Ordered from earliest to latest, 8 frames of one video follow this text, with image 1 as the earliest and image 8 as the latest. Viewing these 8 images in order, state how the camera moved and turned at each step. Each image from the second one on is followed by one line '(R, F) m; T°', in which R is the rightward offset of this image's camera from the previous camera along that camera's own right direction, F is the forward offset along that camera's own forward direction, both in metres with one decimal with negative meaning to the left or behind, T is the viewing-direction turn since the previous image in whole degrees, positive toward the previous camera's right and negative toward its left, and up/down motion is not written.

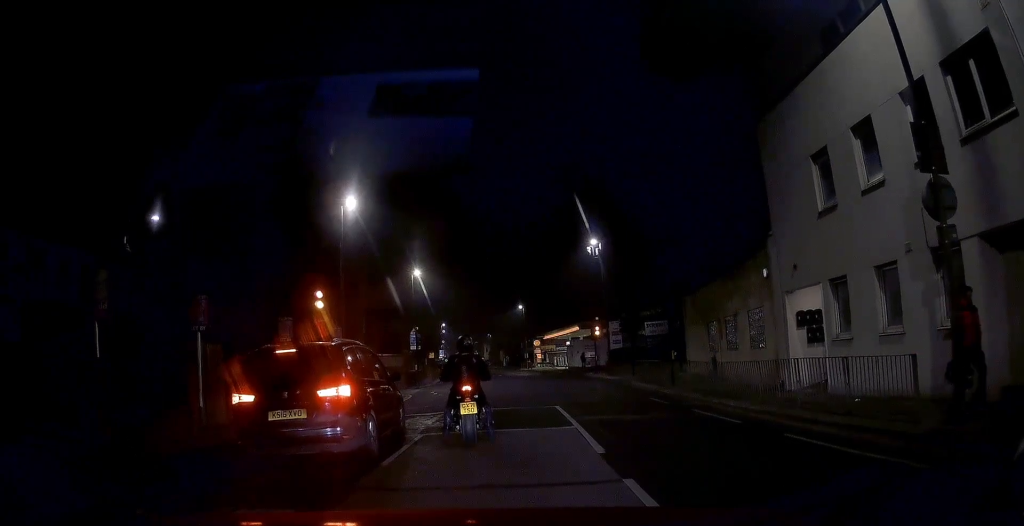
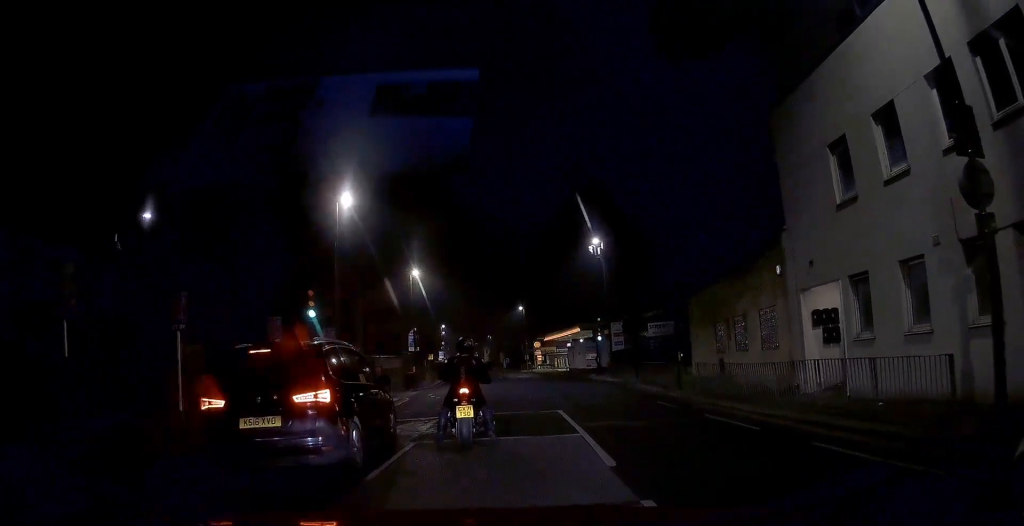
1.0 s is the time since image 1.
(0.0, 0.0) m; 0°
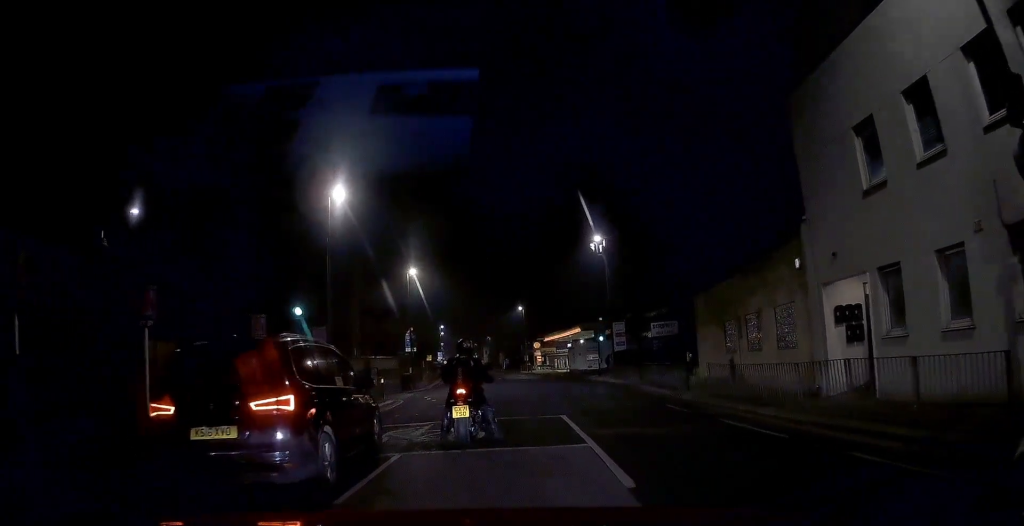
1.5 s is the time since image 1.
(0.0, +0.1) m; 0°
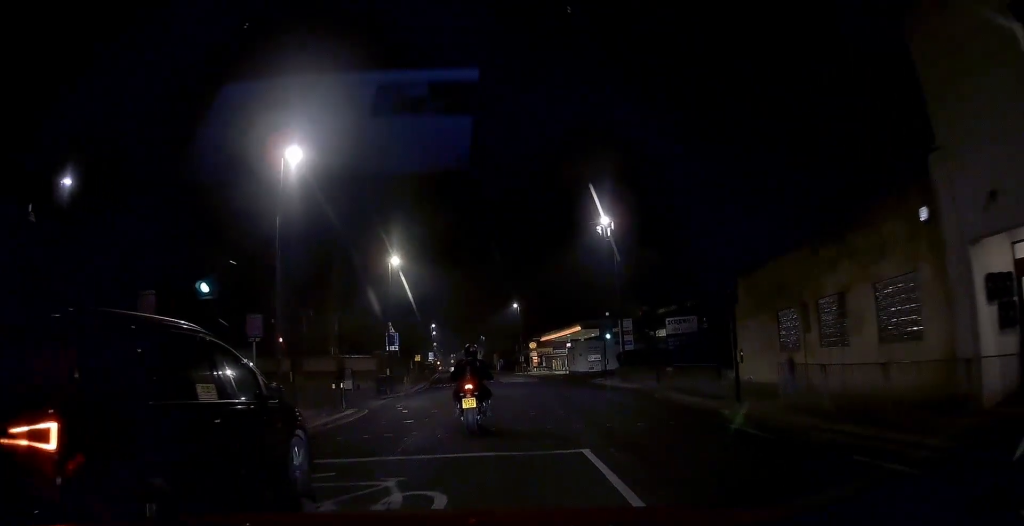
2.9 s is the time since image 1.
(0.0, +2.4) m; -1°
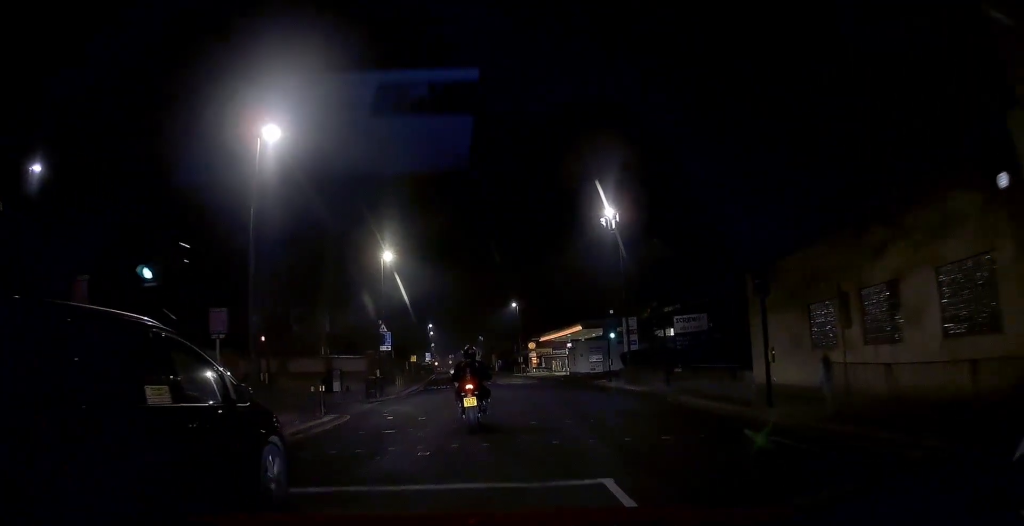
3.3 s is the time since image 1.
(0.0, +1.1) m; -1°
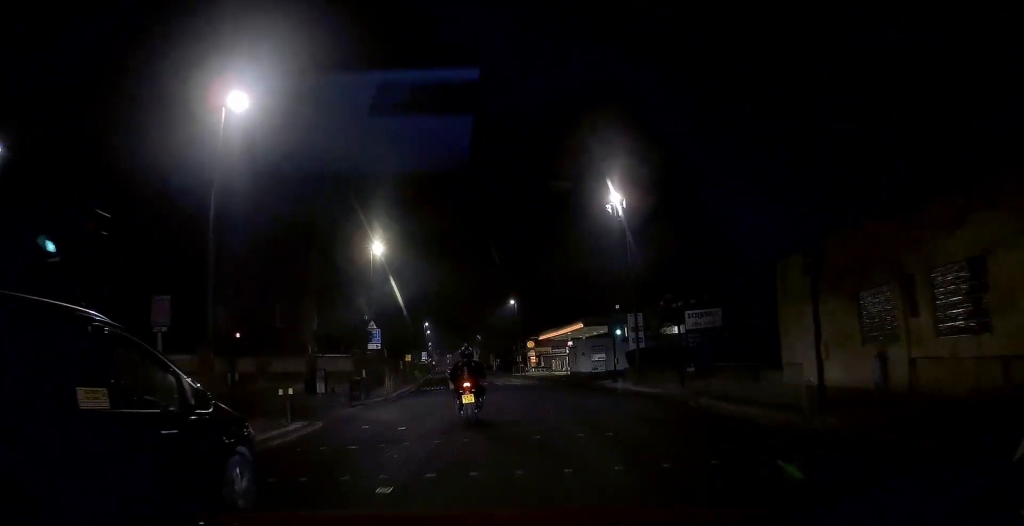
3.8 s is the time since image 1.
(0.0, +1.9) m; -1°
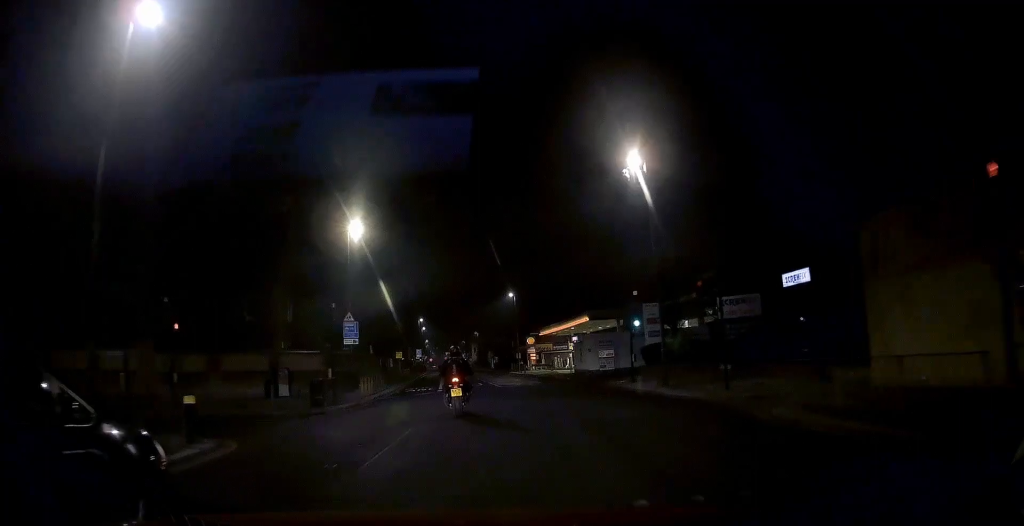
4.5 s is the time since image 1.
(0.0, +3.5) m; -1°
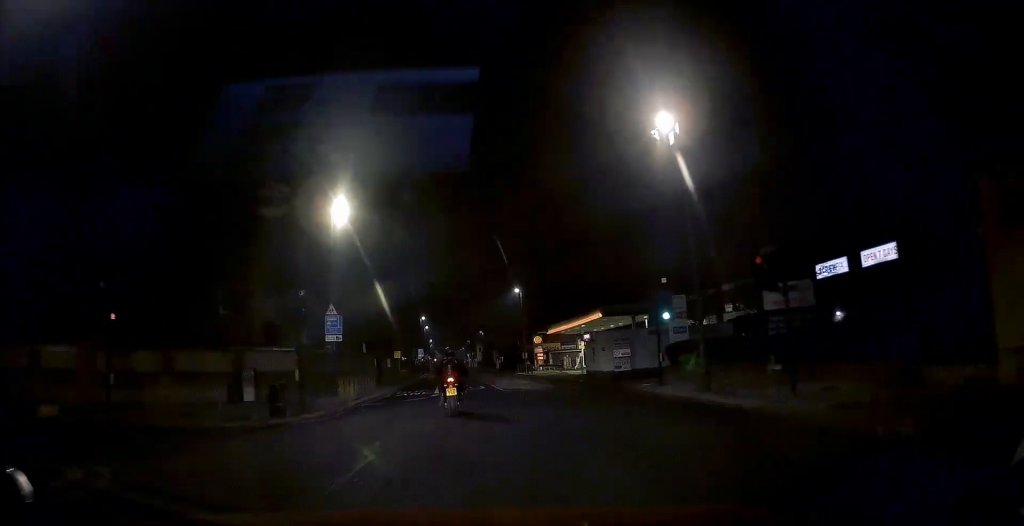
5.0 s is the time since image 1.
(0.0, +3.4) m; 0°
